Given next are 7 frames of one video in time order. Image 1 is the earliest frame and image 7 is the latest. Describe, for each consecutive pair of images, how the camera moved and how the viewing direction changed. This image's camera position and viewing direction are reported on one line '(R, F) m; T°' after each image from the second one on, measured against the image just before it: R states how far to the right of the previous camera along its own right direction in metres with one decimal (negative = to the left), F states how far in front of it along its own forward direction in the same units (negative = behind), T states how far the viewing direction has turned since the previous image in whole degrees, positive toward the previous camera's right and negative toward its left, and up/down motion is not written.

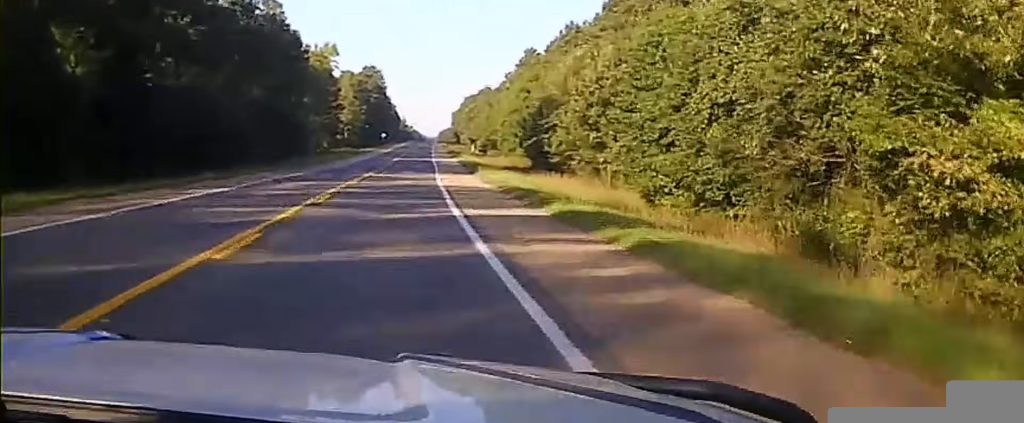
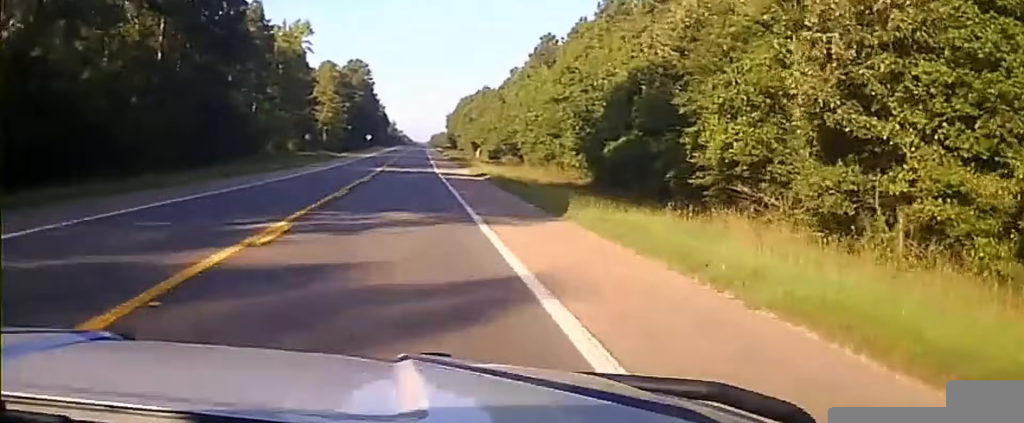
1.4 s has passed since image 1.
(+0.7, +35.6) m; +2°
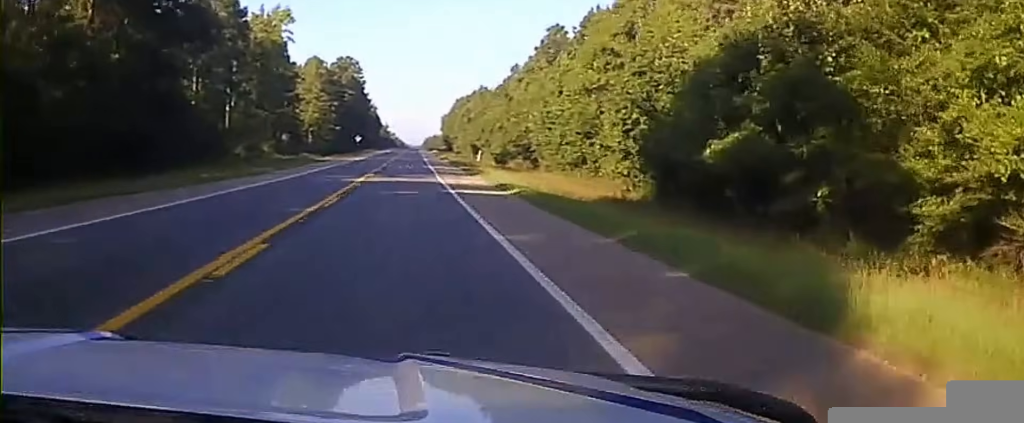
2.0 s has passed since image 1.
(+0.2, +16.1) m; 0°
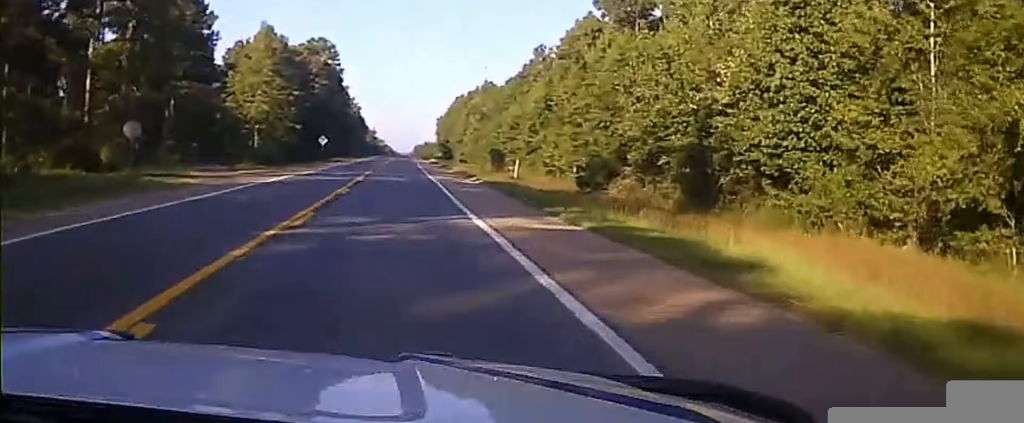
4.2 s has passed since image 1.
(-0.7, +56.7) m; -1°
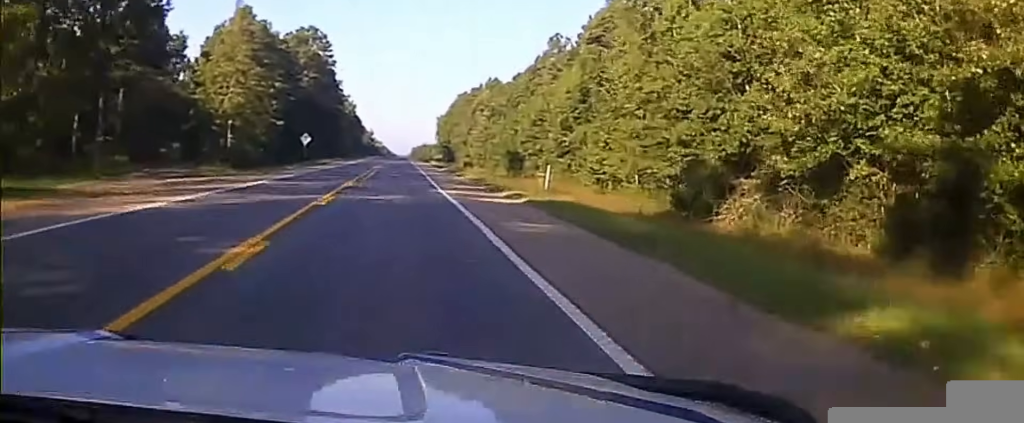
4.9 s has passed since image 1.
(0.0, +17.2) m; +1°
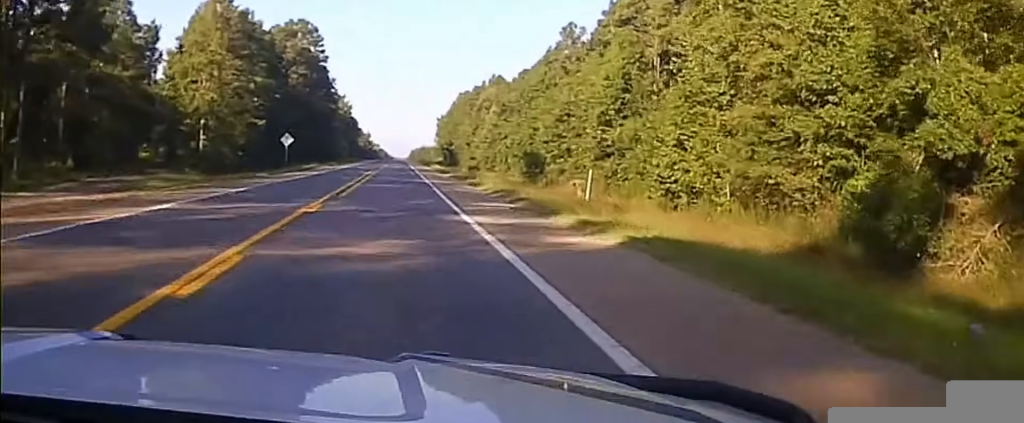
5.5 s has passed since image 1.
(+0.1, +13.4) m; 0°
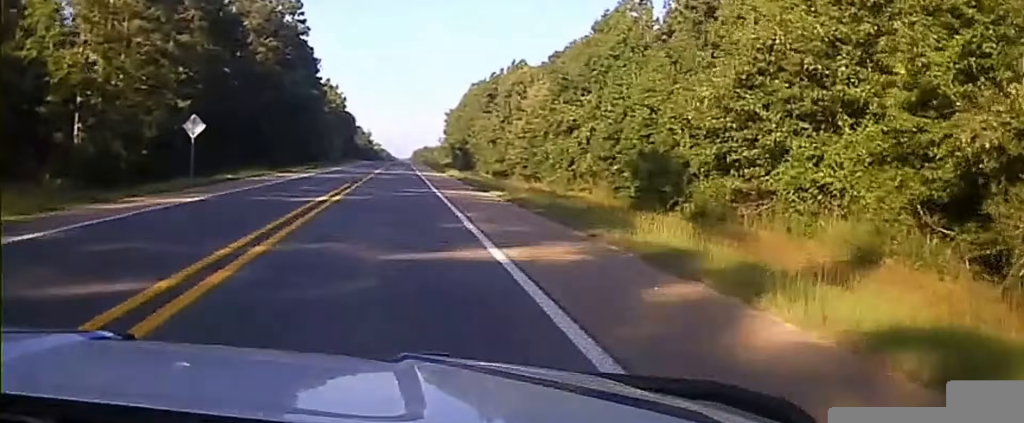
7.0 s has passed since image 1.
(-0.1, +35.5) m; 0°
